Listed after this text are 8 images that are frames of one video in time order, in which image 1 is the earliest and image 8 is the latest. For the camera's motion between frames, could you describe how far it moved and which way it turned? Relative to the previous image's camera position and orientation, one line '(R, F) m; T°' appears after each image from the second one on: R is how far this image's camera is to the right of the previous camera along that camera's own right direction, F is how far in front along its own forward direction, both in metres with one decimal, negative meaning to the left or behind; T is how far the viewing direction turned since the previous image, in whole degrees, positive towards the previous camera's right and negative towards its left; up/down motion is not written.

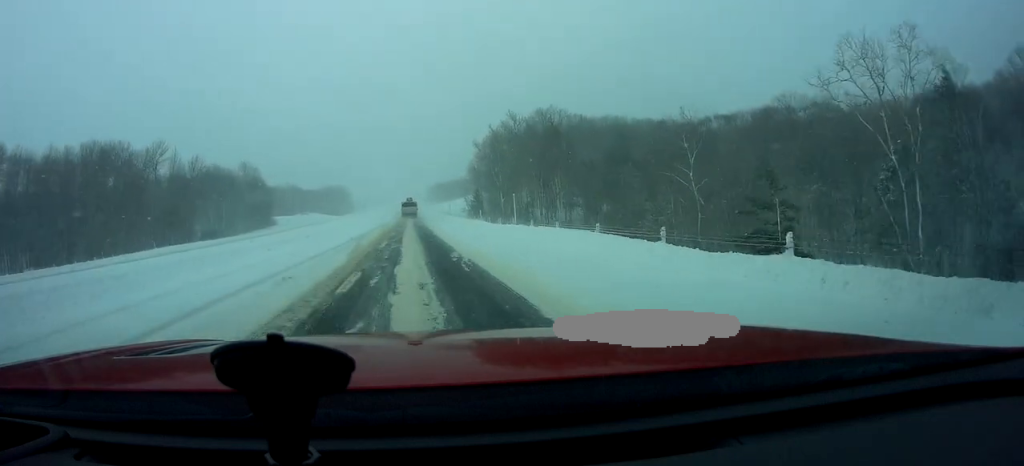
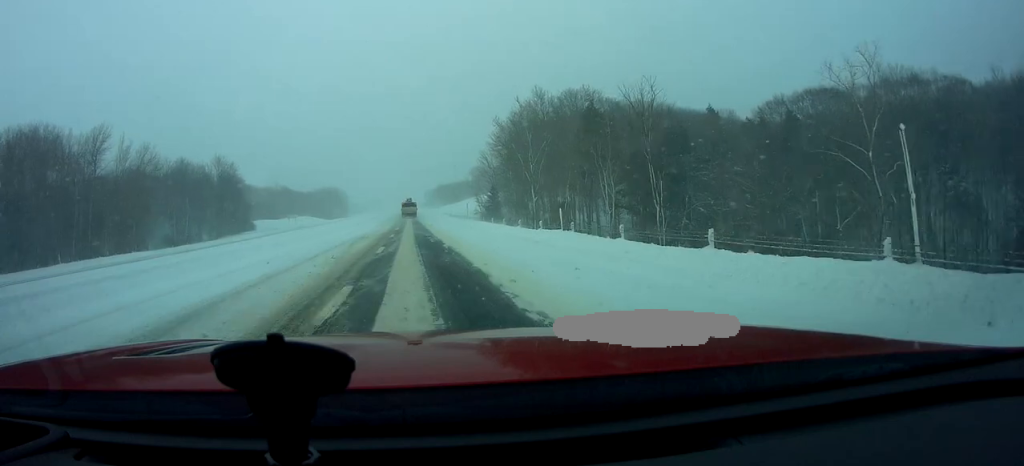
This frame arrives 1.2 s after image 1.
(+0.5, +27.2) m; +1°
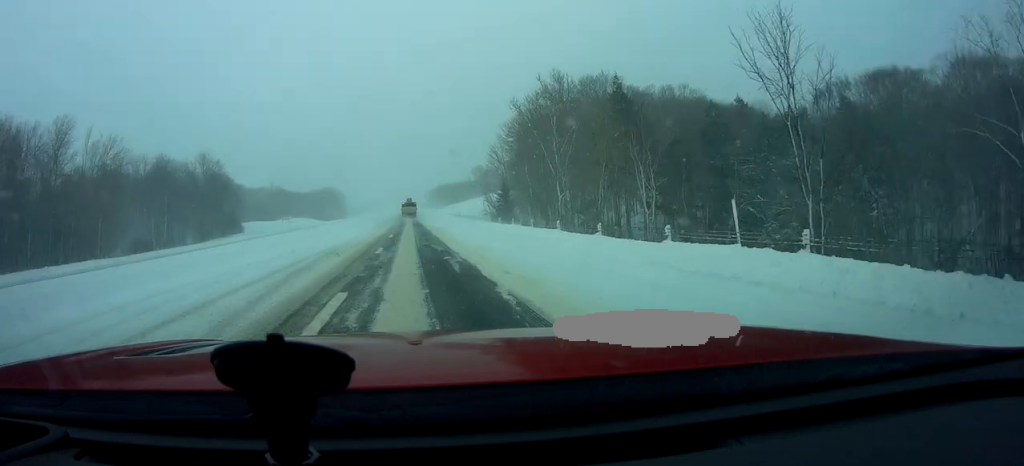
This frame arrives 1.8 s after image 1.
(0.0, +13.2) m; 0°
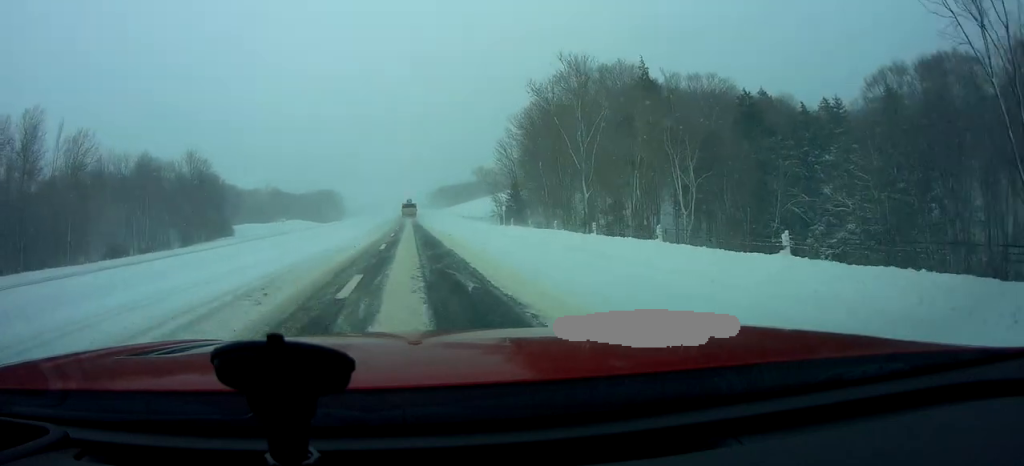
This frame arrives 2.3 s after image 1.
(-0.2, +9.5) m; 0°
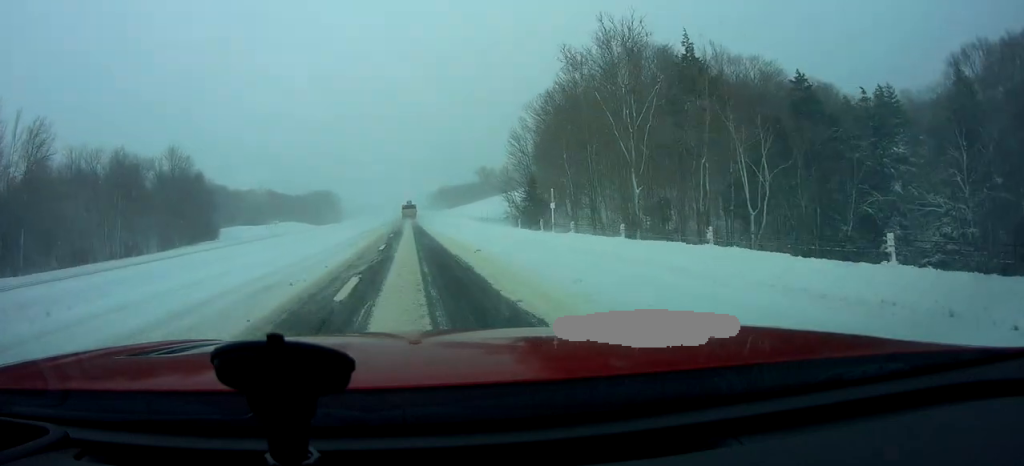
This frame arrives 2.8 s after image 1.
(0.0, +12.5) m; 0°
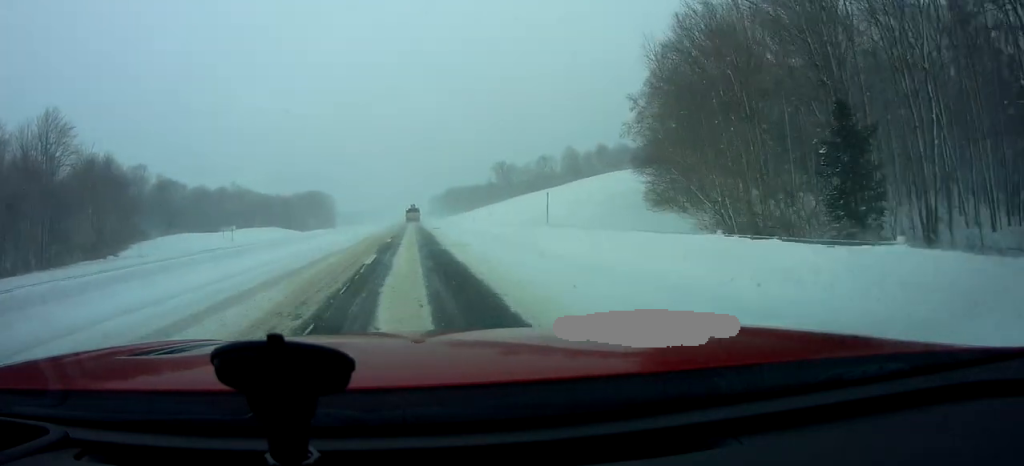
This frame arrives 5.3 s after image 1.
(-0.8, +54.0) m; -2°
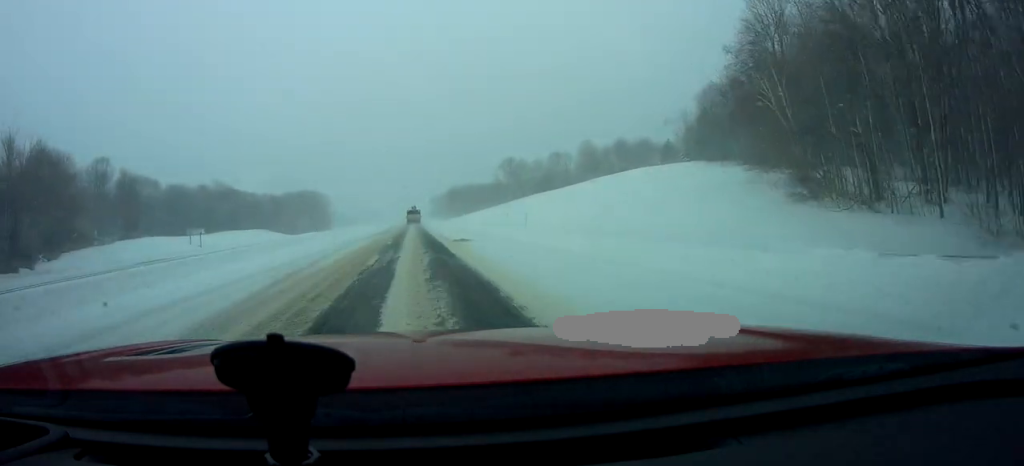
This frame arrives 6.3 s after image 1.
(+0.6, +23.9) m; +2°
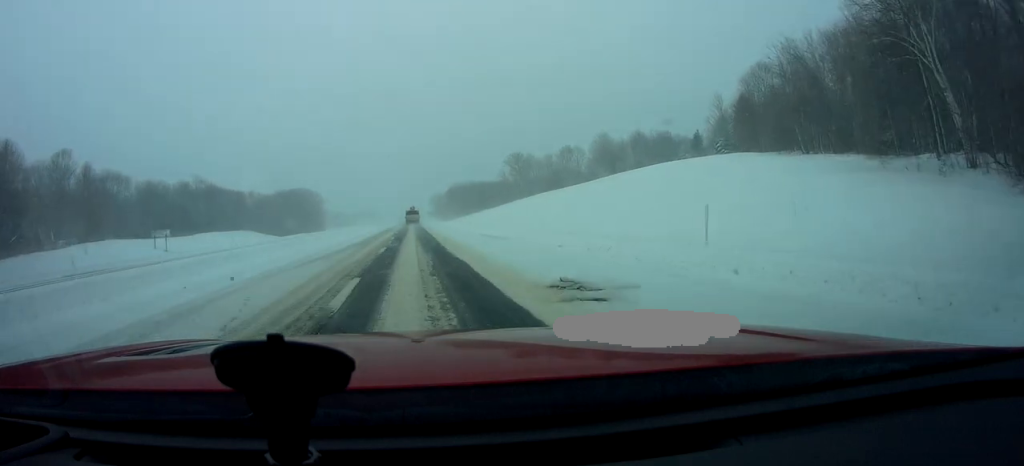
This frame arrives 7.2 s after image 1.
(+0.2, +18.9) m; 0°
